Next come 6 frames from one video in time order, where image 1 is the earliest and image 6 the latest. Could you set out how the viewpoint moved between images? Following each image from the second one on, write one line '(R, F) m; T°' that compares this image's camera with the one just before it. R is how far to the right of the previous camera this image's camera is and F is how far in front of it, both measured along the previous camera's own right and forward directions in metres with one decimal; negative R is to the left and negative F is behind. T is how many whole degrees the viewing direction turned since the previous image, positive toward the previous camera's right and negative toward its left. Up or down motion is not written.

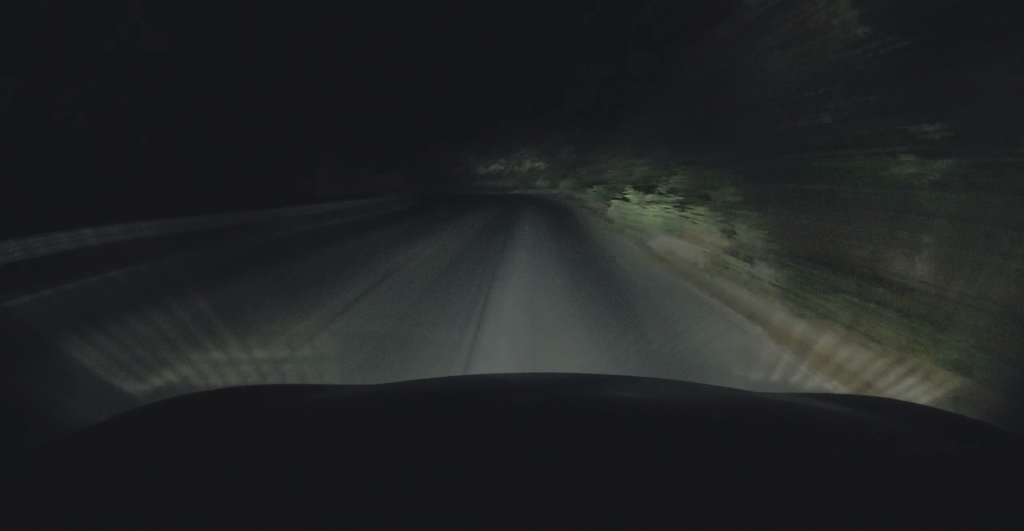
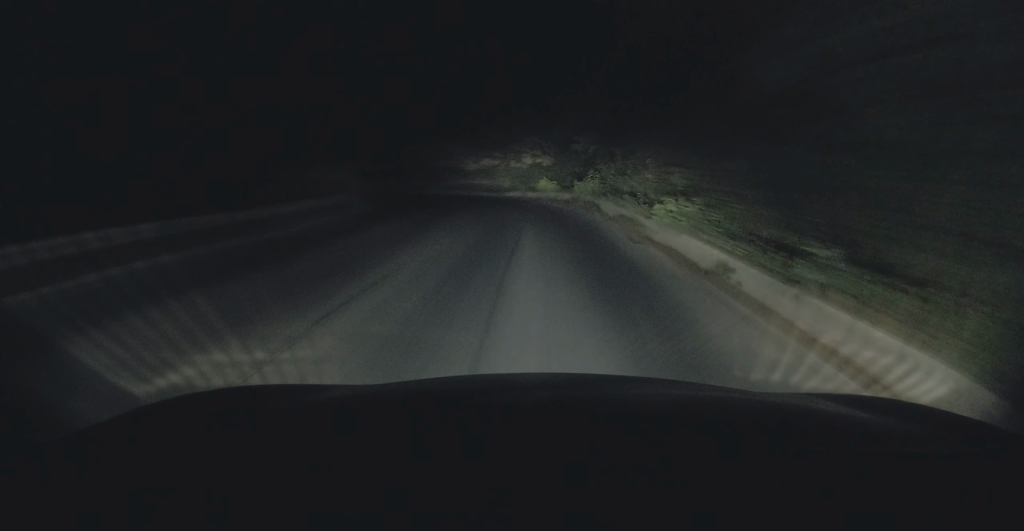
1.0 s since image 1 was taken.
(0.0, +11.9) m; +1°
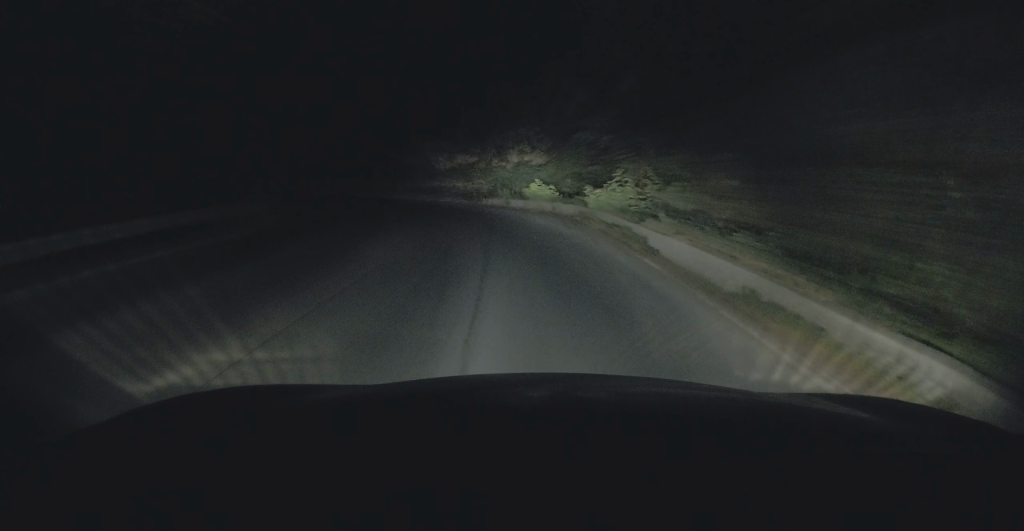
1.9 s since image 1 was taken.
(+0.2, +10.2) m; +1°
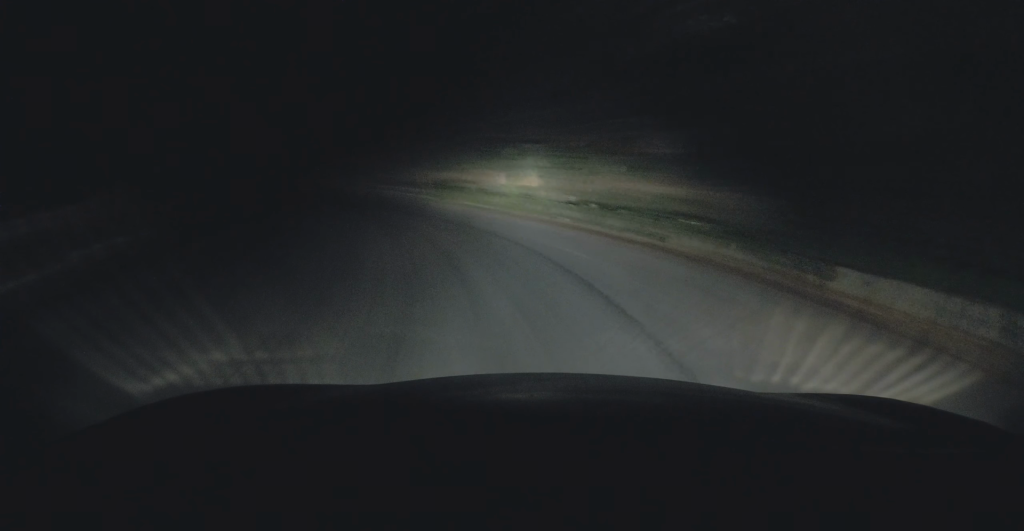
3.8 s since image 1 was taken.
(-2.2, +21.4) m; -20°
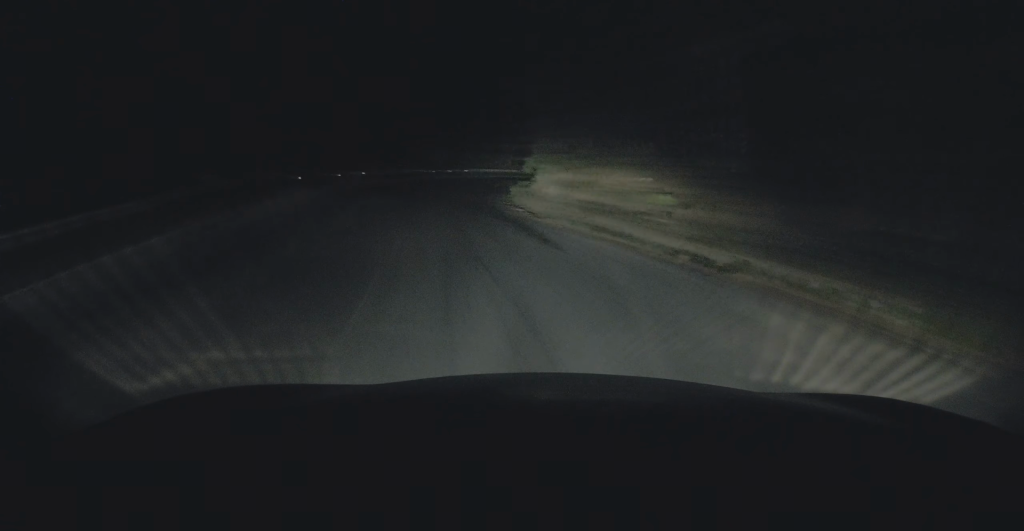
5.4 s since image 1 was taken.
(-3.6, +15.7) m; -23°
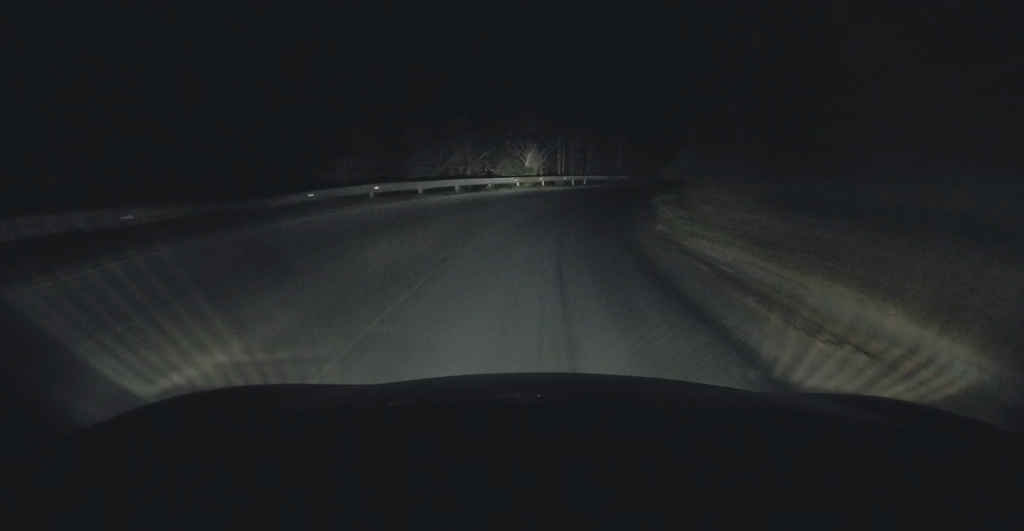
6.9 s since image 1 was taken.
(-1.8, +17.2) m; -7°
